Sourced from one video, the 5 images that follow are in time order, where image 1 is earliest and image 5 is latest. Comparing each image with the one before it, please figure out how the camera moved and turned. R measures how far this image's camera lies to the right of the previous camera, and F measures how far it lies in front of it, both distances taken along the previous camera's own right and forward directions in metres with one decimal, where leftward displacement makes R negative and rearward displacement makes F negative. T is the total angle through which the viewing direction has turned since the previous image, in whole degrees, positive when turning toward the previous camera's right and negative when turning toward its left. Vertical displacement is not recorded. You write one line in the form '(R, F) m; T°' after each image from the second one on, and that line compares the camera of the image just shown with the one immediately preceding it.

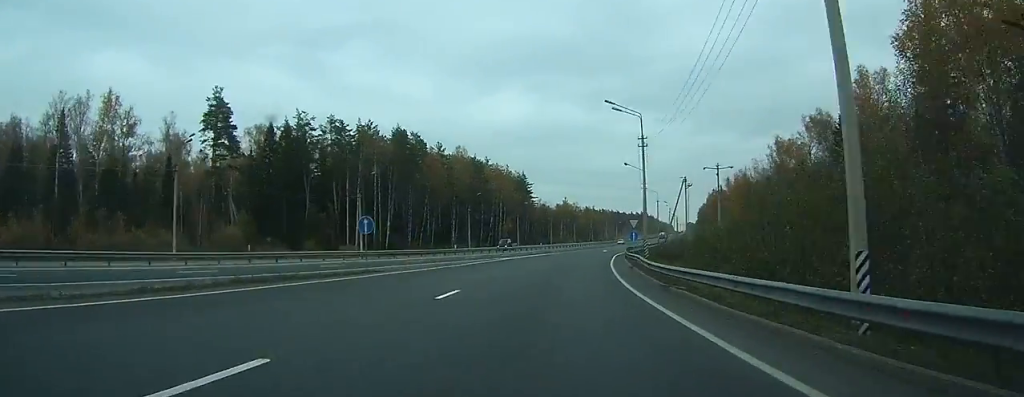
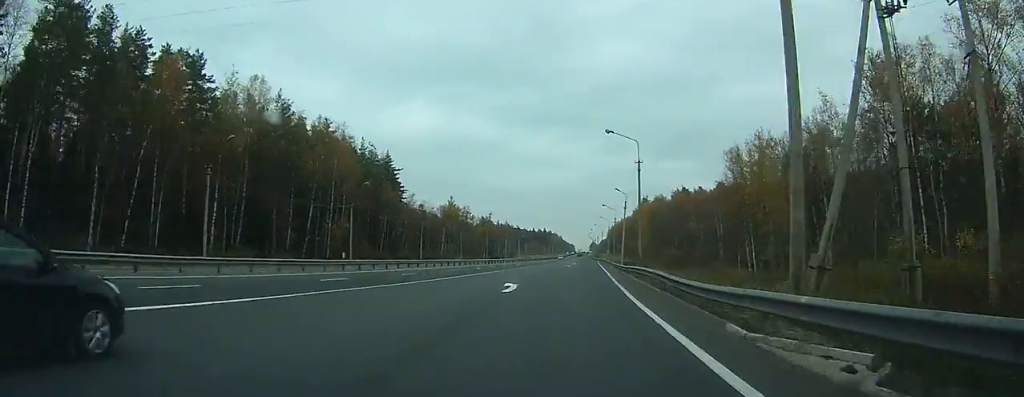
(+6.6, +67.5) m; +10°
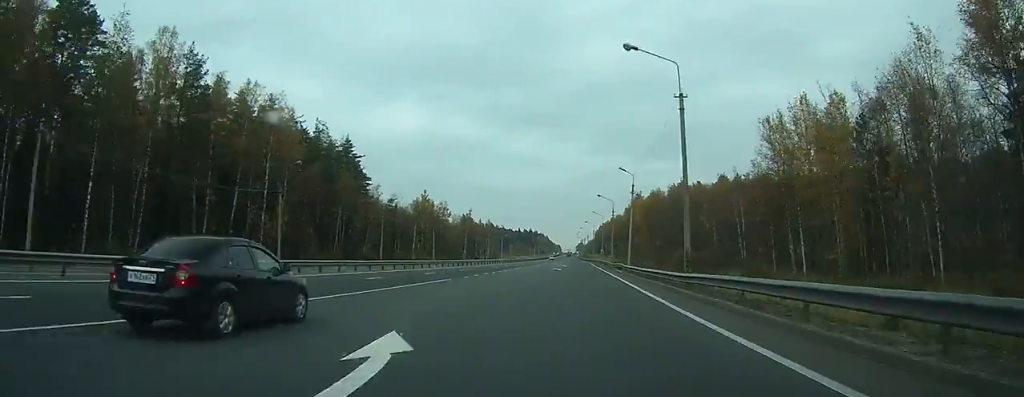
(+0.5, +19.8) m; +2°
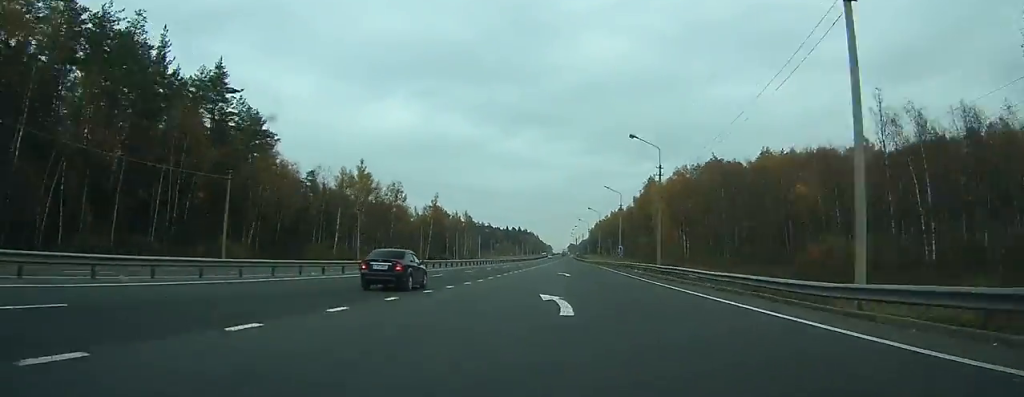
(+1.6, +48.8) m; +2°
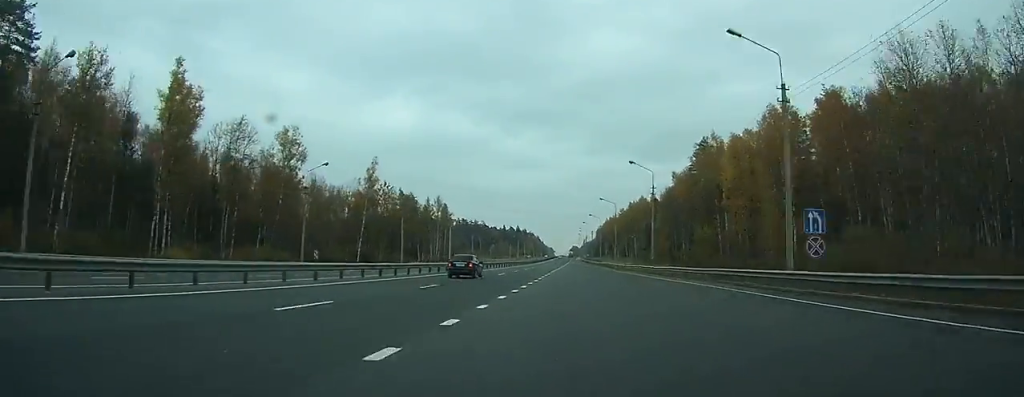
(+0.4, +61.5) m; 0°
